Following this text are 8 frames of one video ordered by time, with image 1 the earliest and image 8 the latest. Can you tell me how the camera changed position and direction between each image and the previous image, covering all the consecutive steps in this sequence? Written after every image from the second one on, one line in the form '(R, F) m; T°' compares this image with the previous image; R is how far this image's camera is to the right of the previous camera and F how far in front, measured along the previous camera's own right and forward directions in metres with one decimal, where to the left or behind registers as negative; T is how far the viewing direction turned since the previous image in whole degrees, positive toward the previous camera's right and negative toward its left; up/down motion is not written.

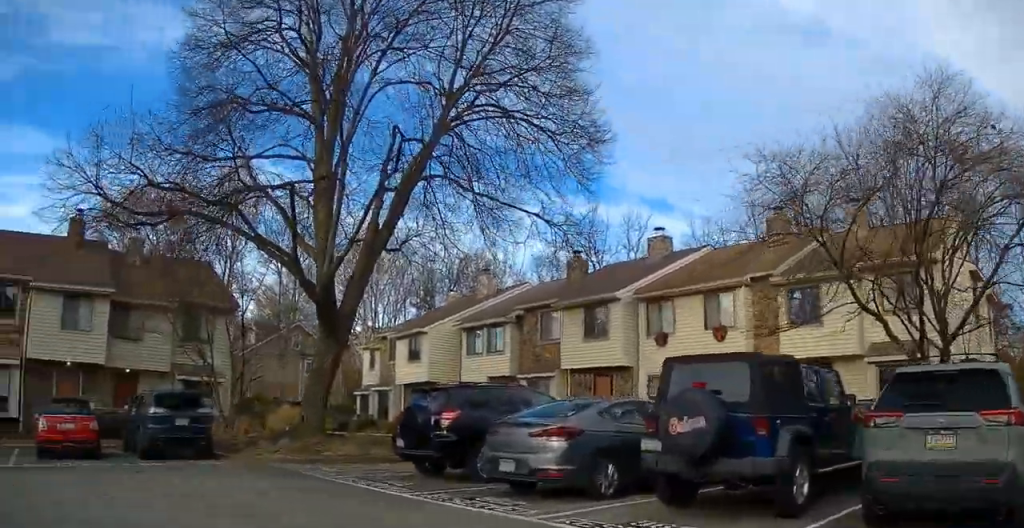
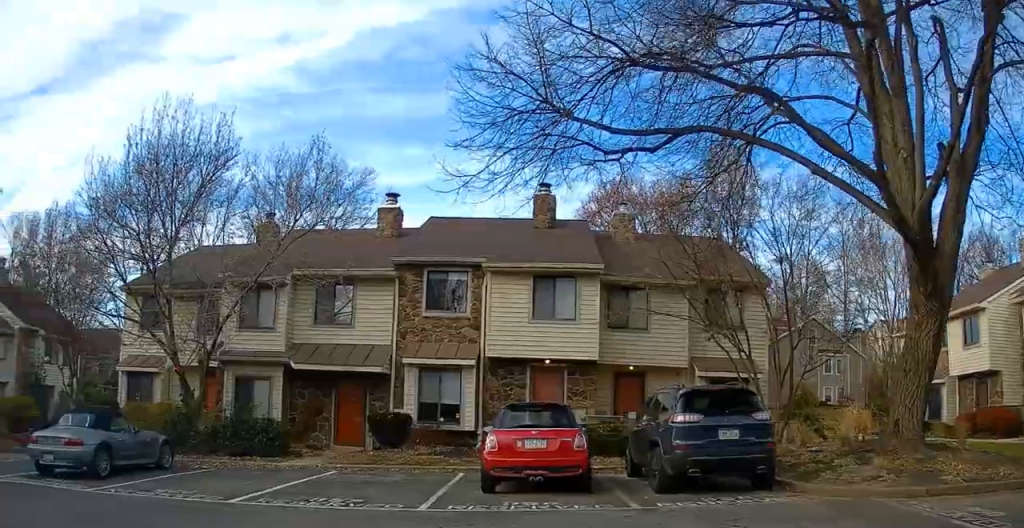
(-2.8, +4.2) m; -63°
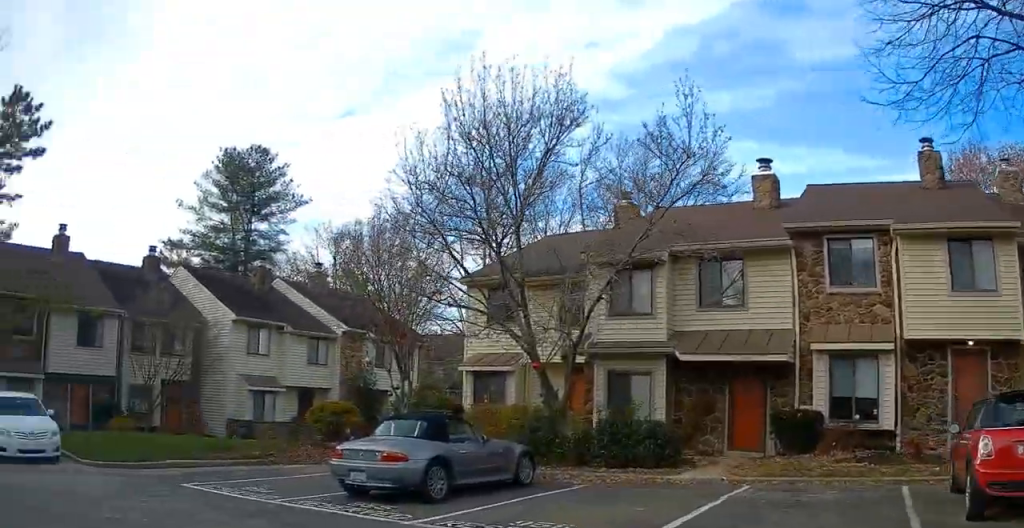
(-0.4, +2.8) m; -3°
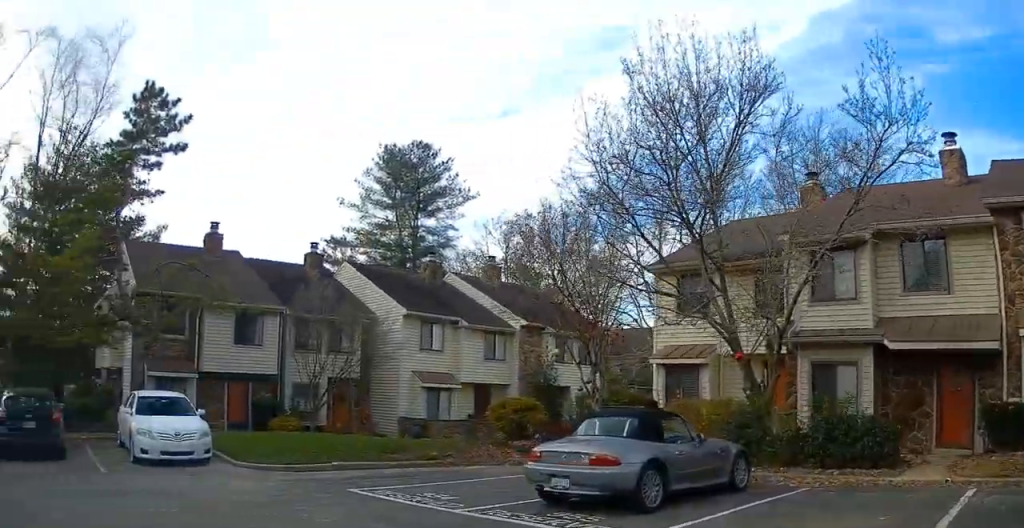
(+0.1, +0.9) m; +5°
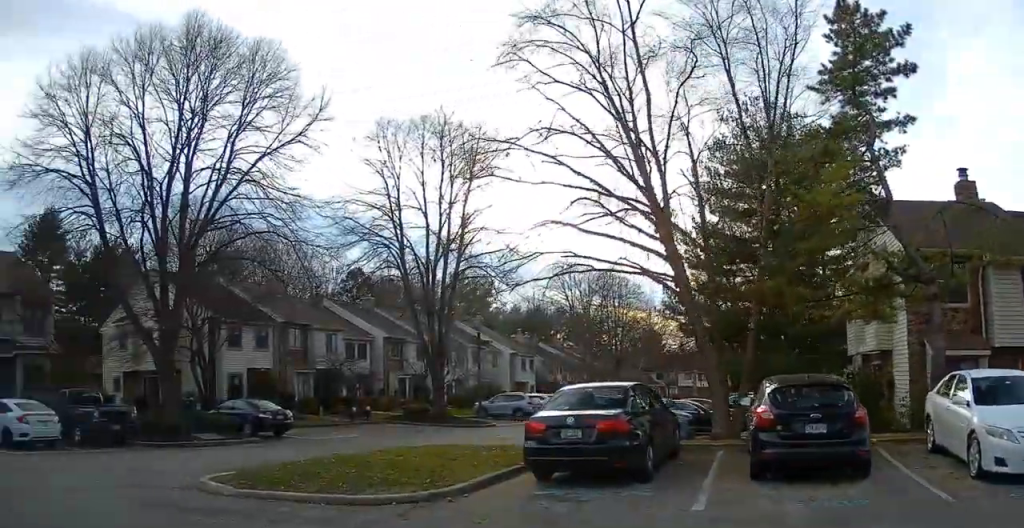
(-2.3, +1.7) m; -87°
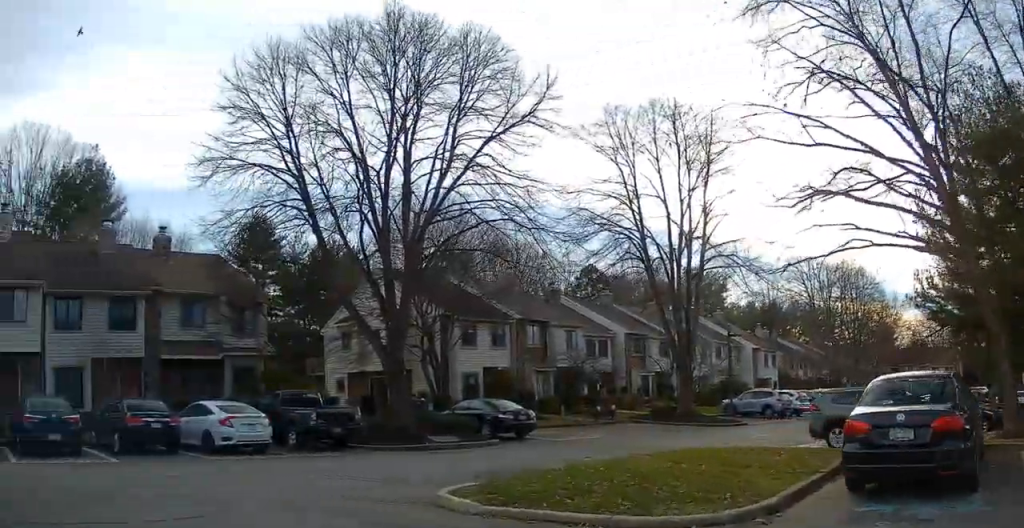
(-0.4, +1.9) m; -19°
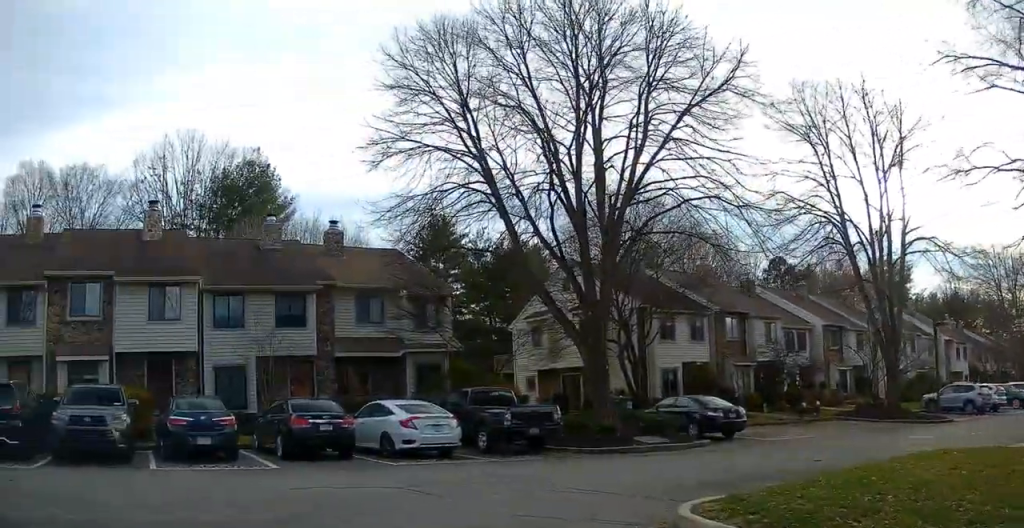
(-0.2, +2.1) m; -17°
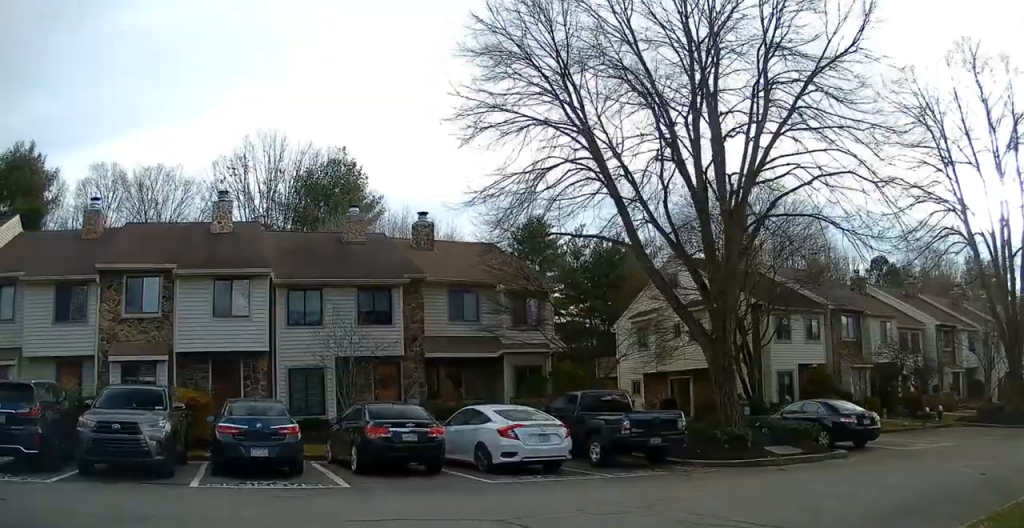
(-0.6, +2.8) m; -7°
